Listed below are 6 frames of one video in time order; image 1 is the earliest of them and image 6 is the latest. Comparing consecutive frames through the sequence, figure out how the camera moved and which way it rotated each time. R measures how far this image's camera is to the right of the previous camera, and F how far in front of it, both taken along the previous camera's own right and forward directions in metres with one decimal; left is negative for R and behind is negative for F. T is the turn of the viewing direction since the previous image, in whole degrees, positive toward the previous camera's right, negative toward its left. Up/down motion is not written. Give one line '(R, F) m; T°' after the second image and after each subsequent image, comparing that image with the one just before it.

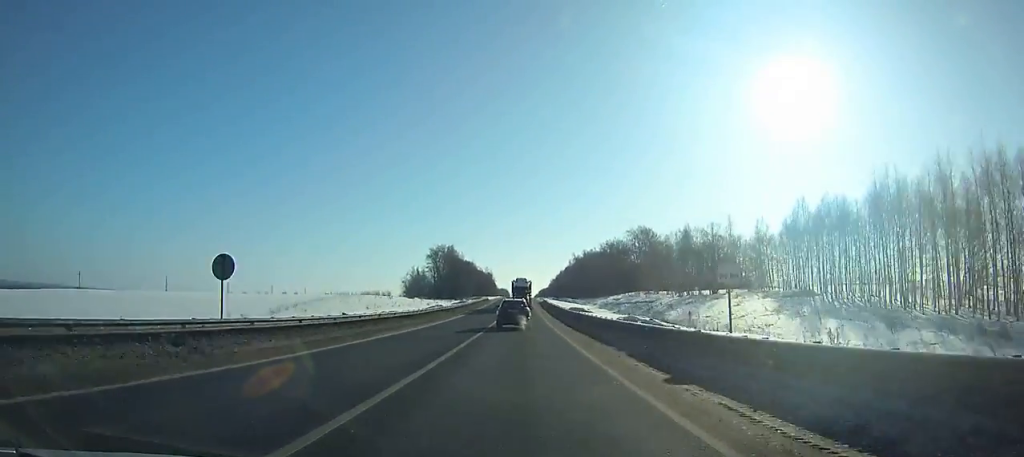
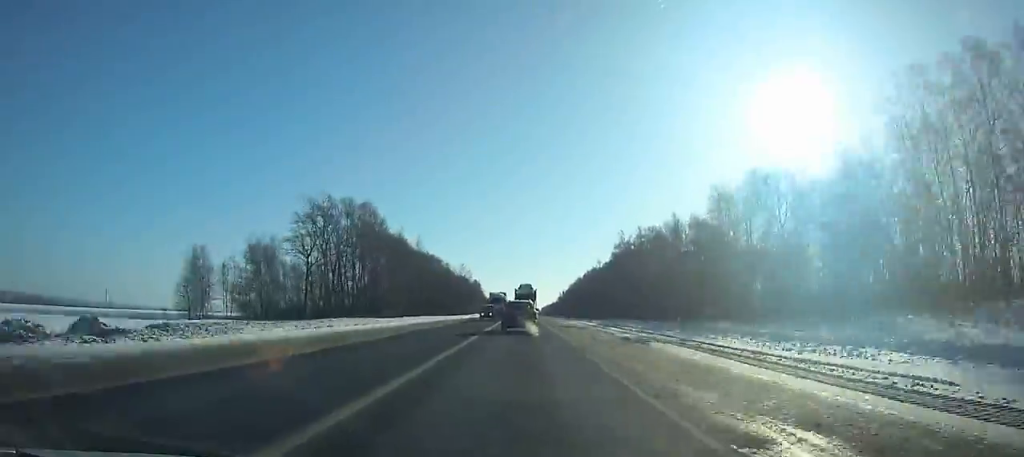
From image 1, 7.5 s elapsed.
(+1.5, +162.7) m; +1°
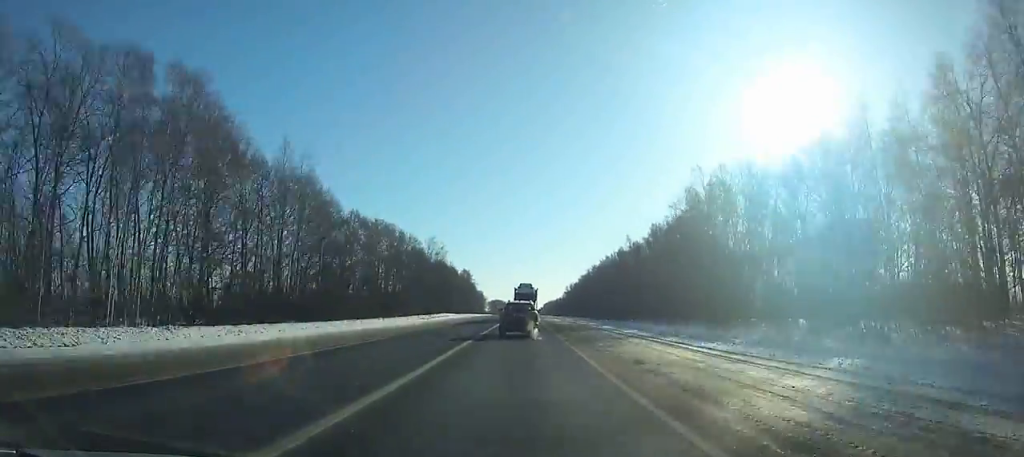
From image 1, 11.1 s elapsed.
(-0.1, +70.5) m; 0°
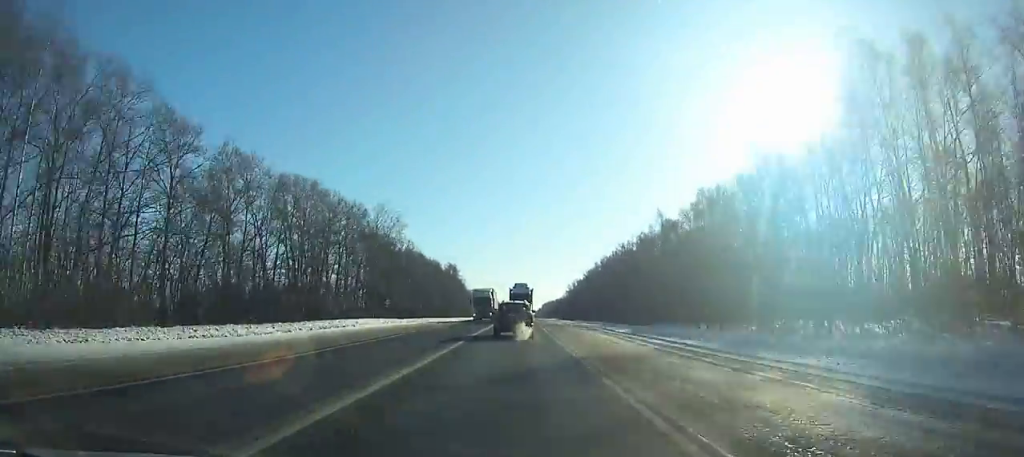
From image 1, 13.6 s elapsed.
(+0.1, +49.1) m; 0°
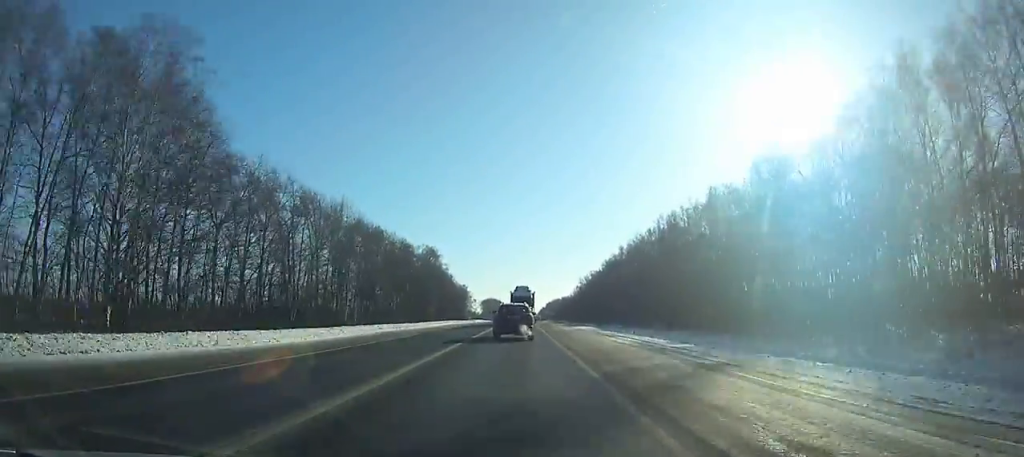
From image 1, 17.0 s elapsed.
(0.0, +68.2) m; 0°
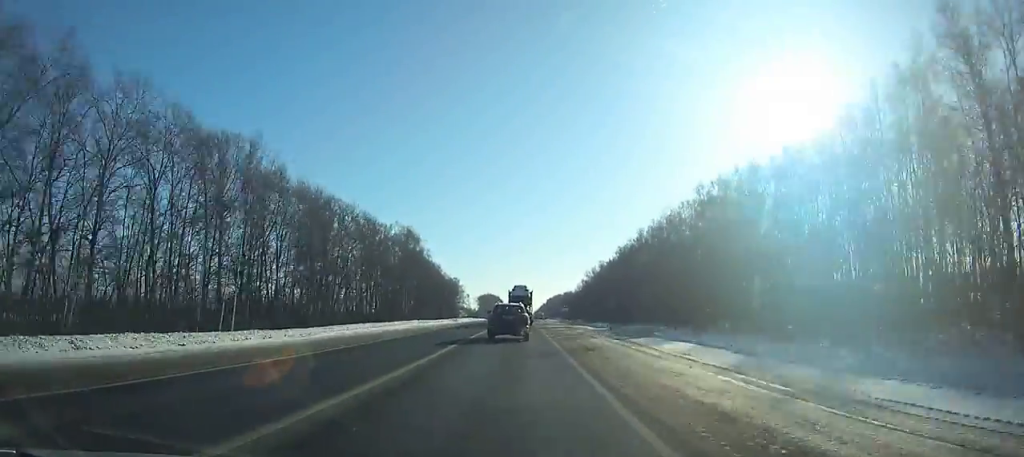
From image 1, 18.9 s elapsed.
(-0.1, +38.7) m; 0°
